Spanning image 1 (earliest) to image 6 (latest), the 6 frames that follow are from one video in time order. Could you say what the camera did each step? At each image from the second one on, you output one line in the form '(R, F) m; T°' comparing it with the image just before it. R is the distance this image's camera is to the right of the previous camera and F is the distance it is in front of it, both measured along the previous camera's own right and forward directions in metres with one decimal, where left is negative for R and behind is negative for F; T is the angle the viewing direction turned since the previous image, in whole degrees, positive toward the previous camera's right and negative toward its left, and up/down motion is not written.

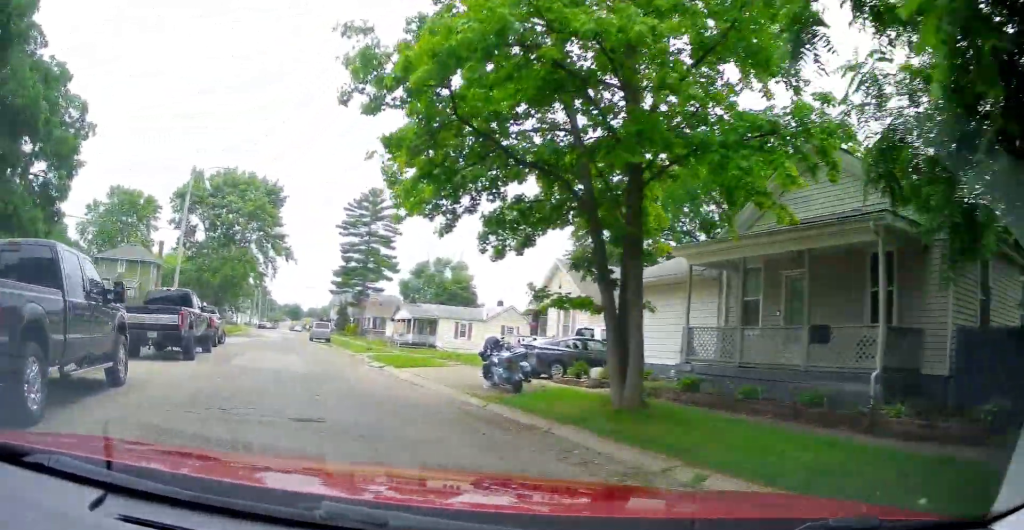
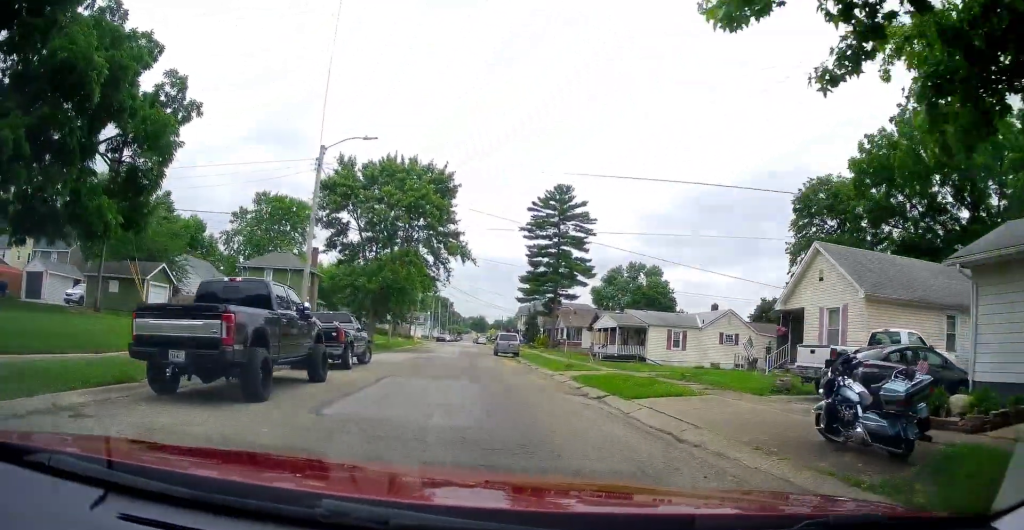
(-1.2, +8.7) m; -17°
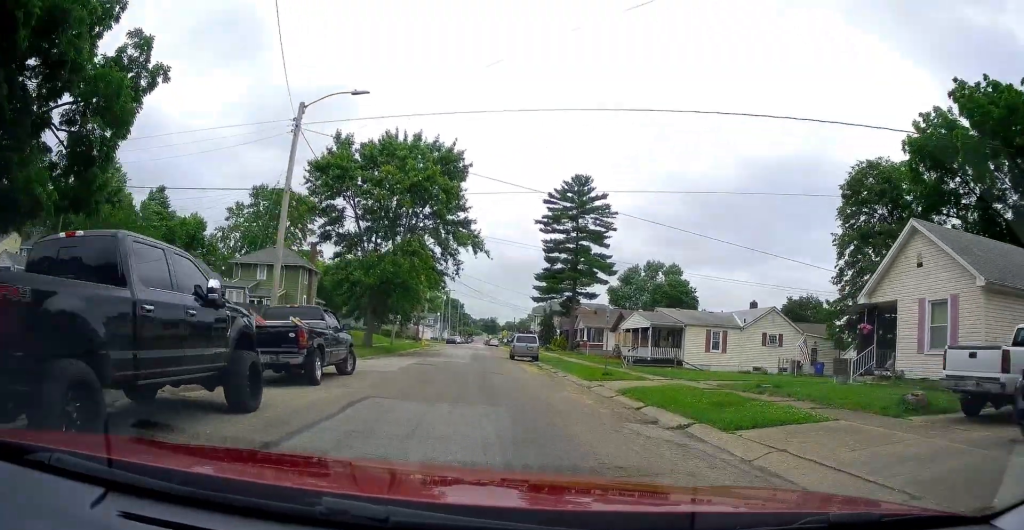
(-0.6, +5.7) m; -10°
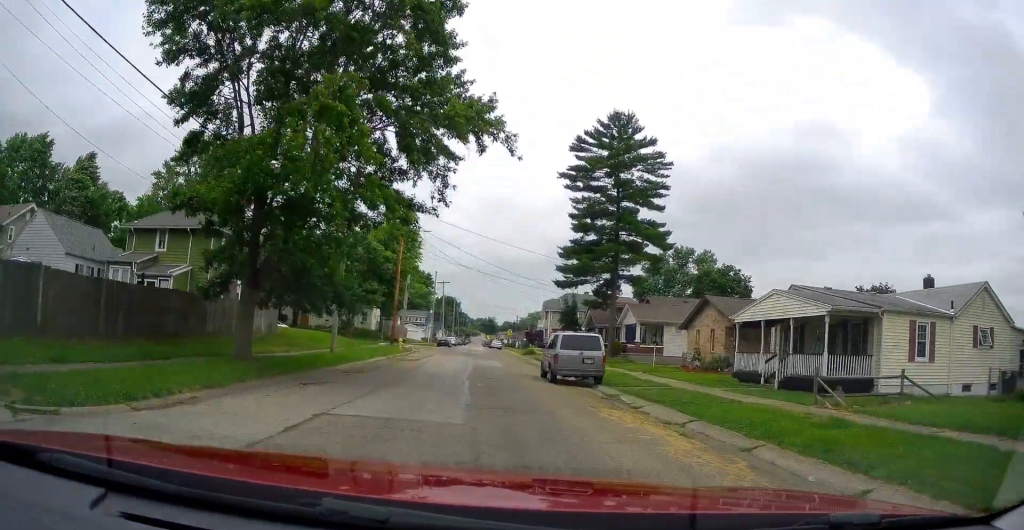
(-5.5, +20.0) m; -24°
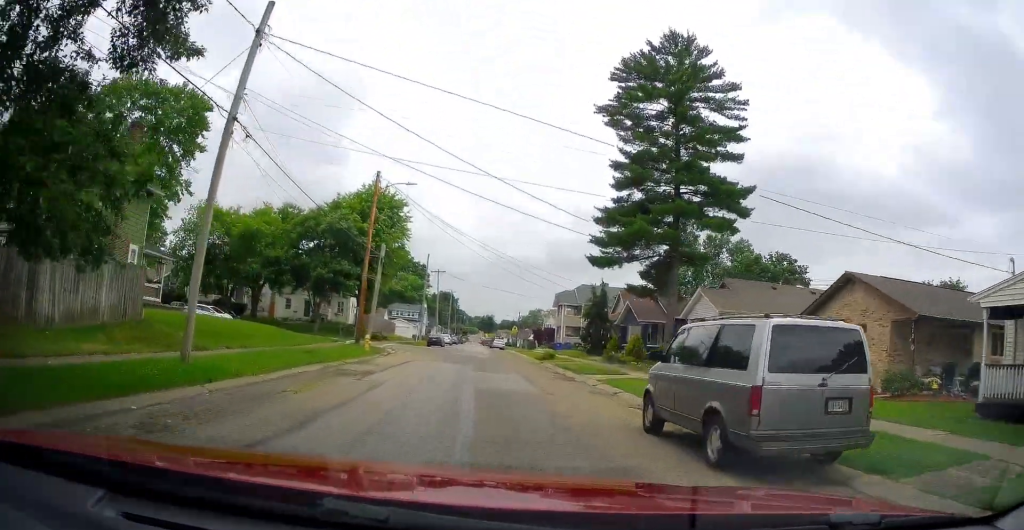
(+0.8, +14.8) m; +5°
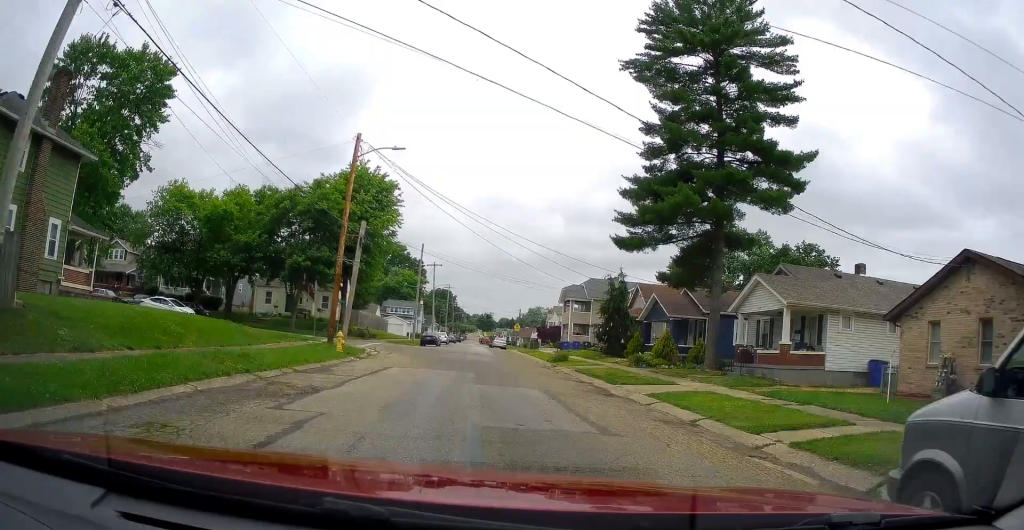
(+0.1, +6.7) m; +2°
